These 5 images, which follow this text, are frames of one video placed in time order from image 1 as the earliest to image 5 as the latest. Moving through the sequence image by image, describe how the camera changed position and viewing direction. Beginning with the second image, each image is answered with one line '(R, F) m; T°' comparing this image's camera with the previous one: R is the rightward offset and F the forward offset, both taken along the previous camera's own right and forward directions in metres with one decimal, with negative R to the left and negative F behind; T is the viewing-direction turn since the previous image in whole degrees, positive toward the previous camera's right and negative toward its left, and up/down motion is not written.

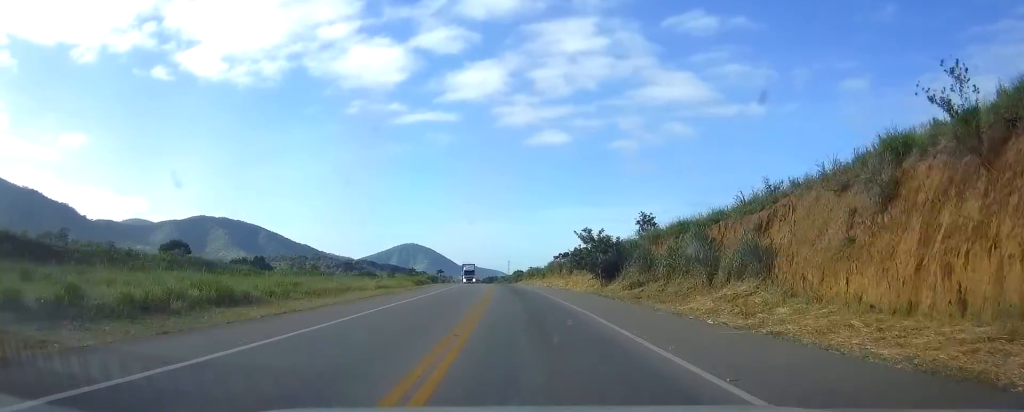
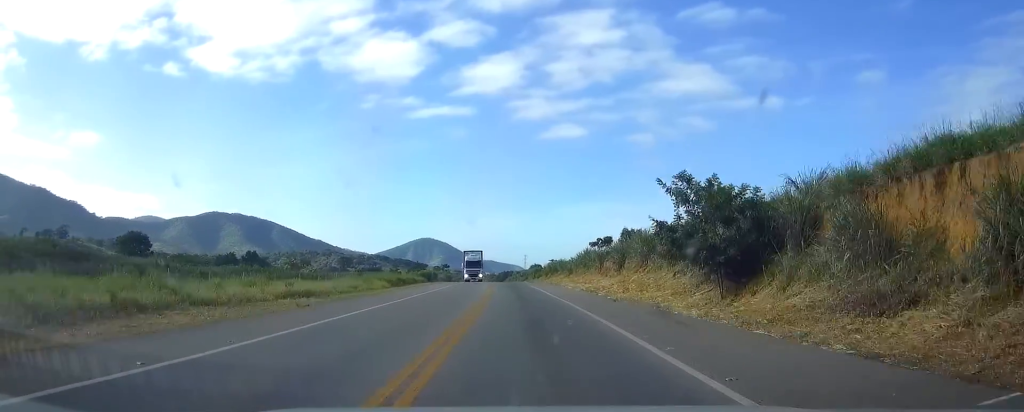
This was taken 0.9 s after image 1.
(-0.2, +29.3) m; -1°
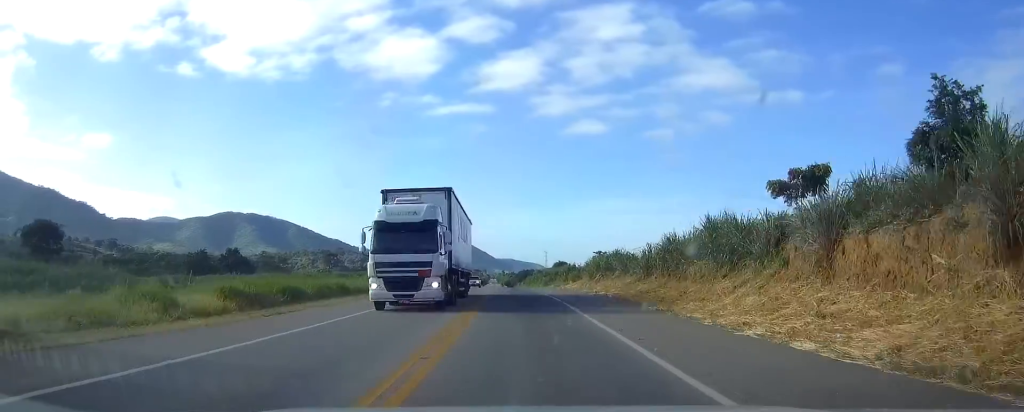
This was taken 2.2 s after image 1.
(-0.4, +42.2) m; -1°
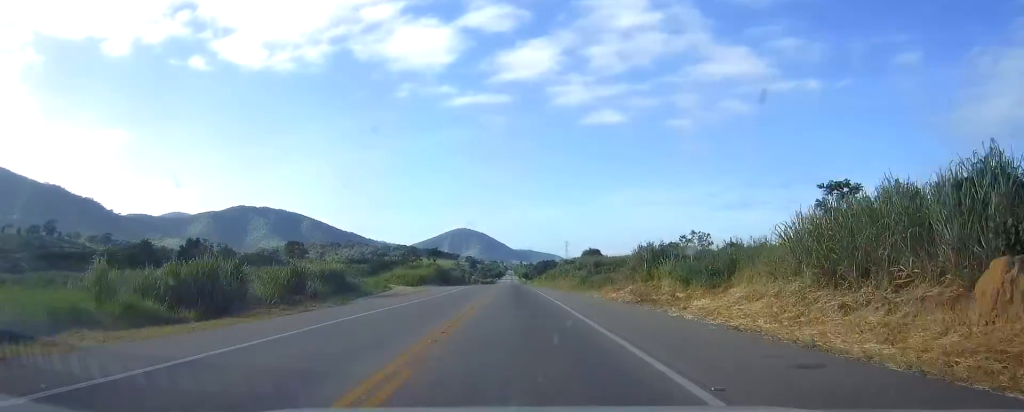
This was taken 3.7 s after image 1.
(-0.8, +48.8) m; -2°
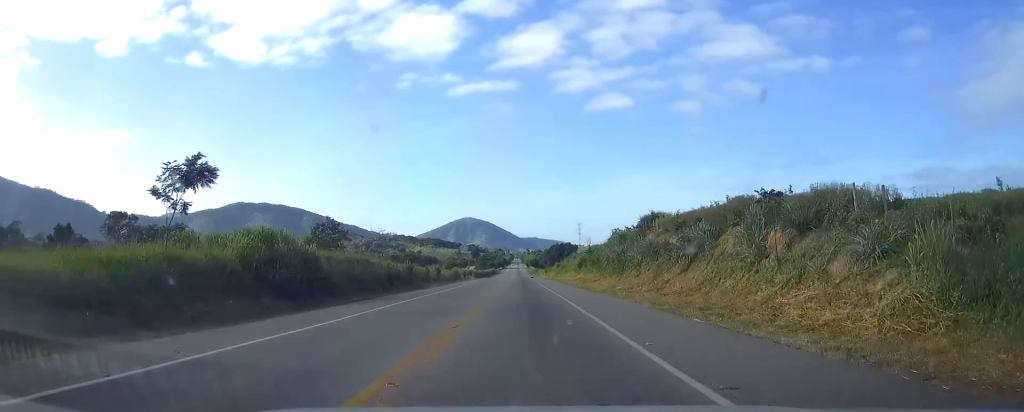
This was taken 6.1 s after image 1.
(-0.7, +78.7) m; -1°
